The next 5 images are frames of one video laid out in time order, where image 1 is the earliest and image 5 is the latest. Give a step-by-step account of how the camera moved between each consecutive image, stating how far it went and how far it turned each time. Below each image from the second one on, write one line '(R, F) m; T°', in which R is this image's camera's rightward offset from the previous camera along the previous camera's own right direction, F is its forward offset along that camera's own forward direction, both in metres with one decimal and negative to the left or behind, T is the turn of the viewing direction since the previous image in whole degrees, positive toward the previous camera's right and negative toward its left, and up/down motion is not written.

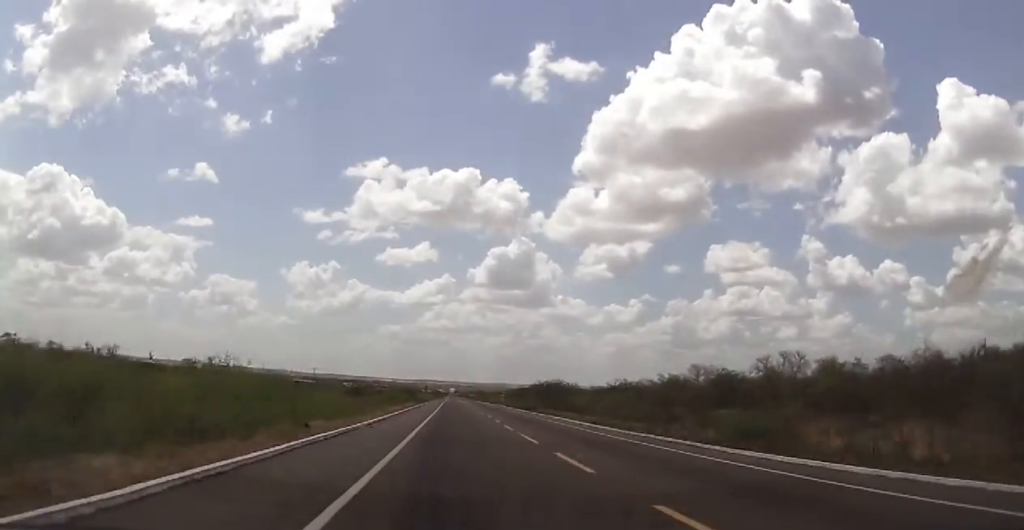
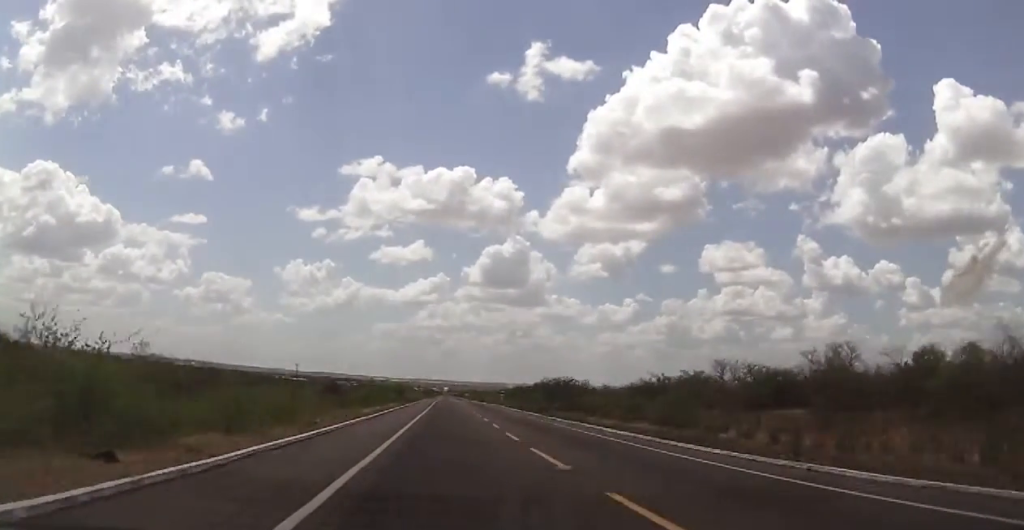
(0.0, +13.7) m; 0°
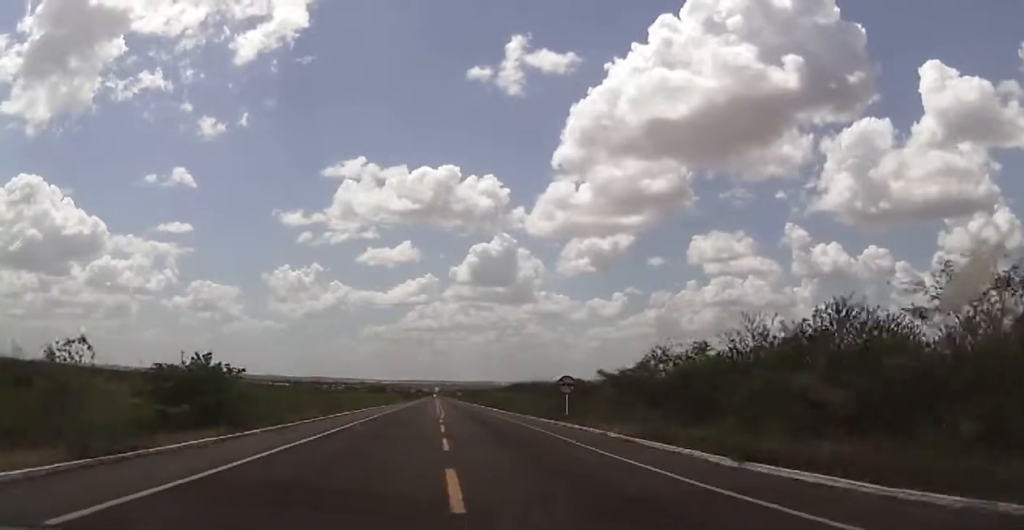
(+1.1, +67.8) m; +2°
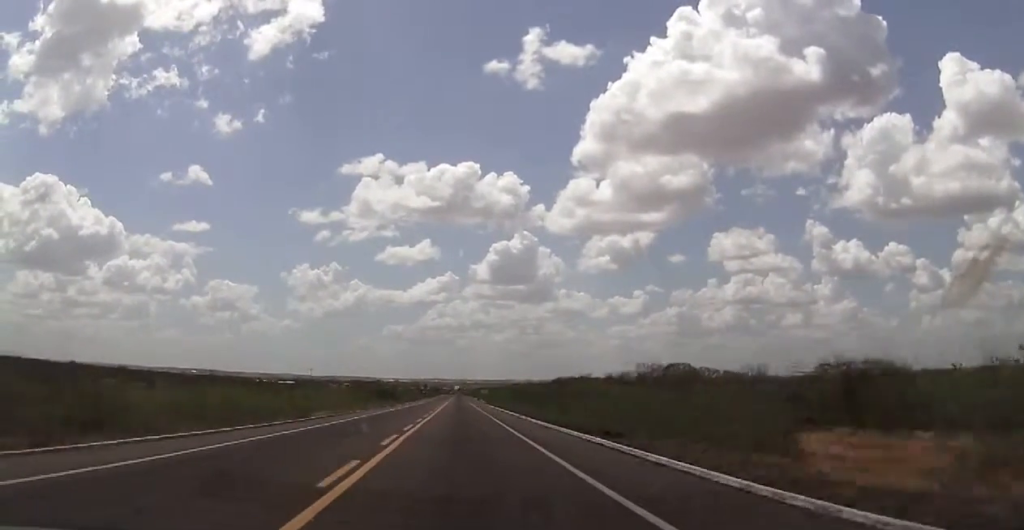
(-1.0, +86.5) m; -1°
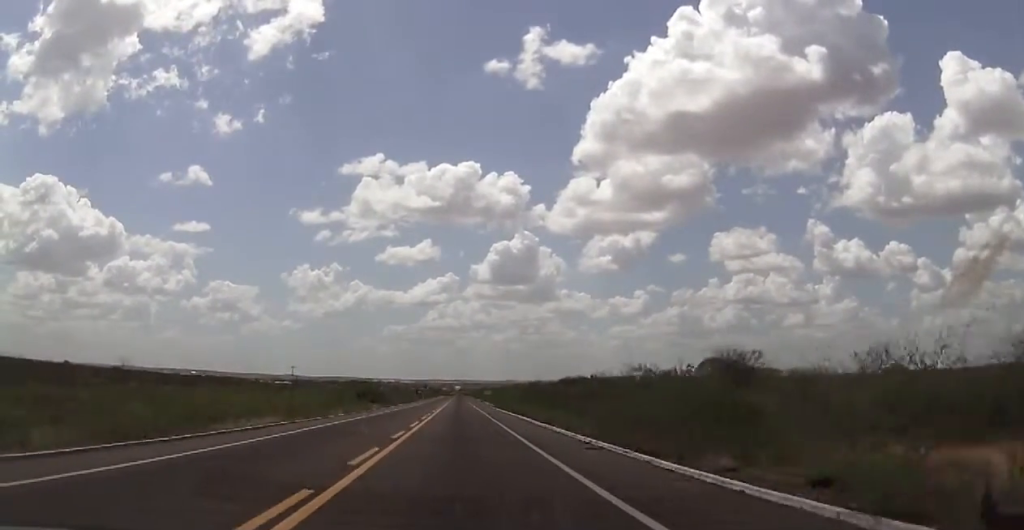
(+0.1, +17.7) m; 0°
